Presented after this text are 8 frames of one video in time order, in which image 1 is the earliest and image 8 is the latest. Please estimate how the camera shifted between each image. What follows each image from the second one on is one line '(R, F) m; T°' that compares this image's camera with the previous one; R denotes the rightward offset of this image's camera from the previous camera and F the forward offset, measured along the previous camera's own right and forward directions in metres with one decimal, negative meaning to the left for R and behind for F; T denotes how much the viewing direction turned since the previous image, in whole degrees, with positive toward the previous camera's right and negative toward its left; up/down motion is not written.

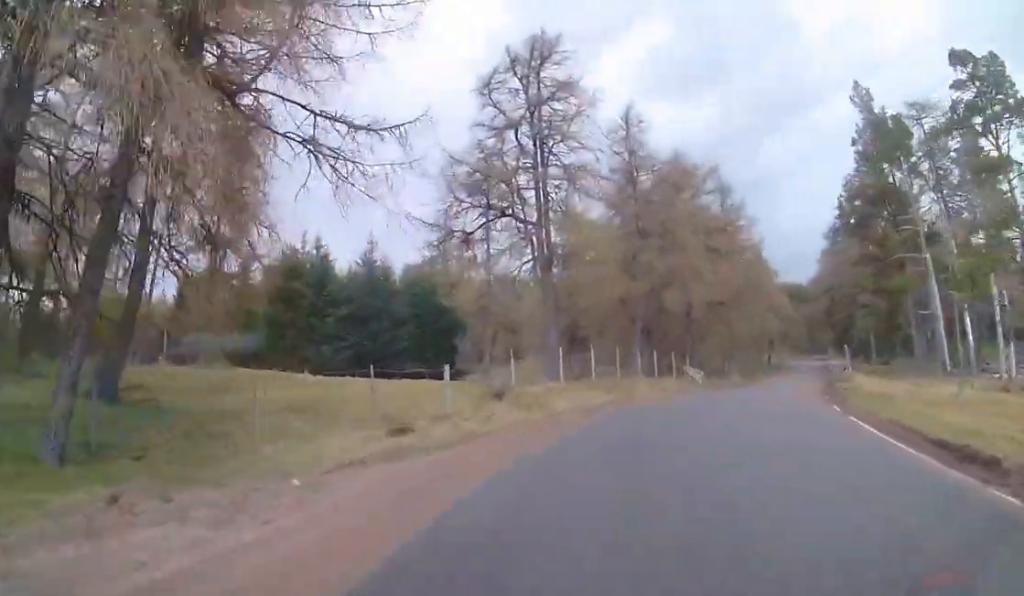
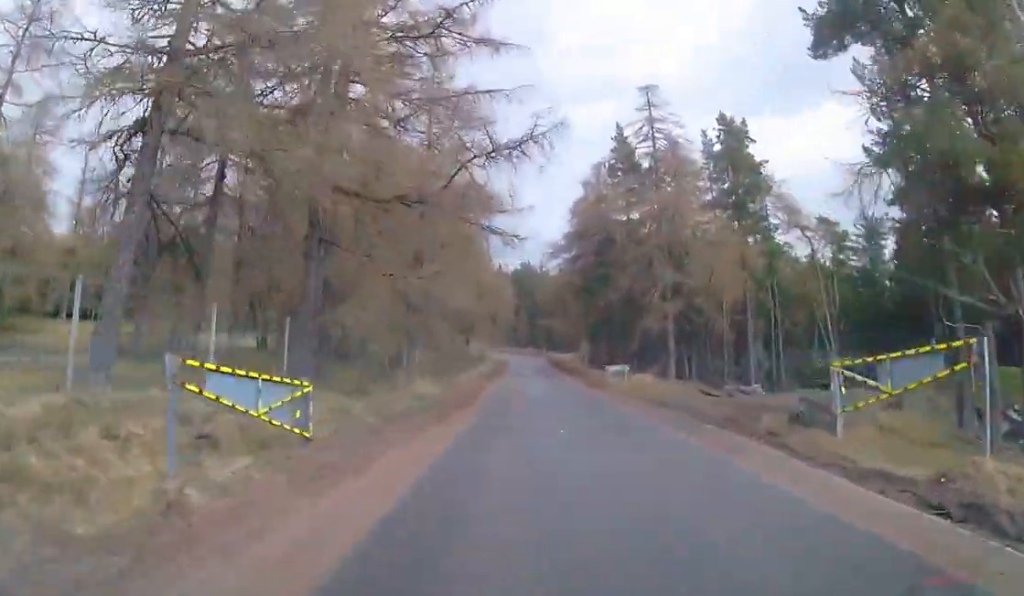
(+8.7, +31.0) m; +20°
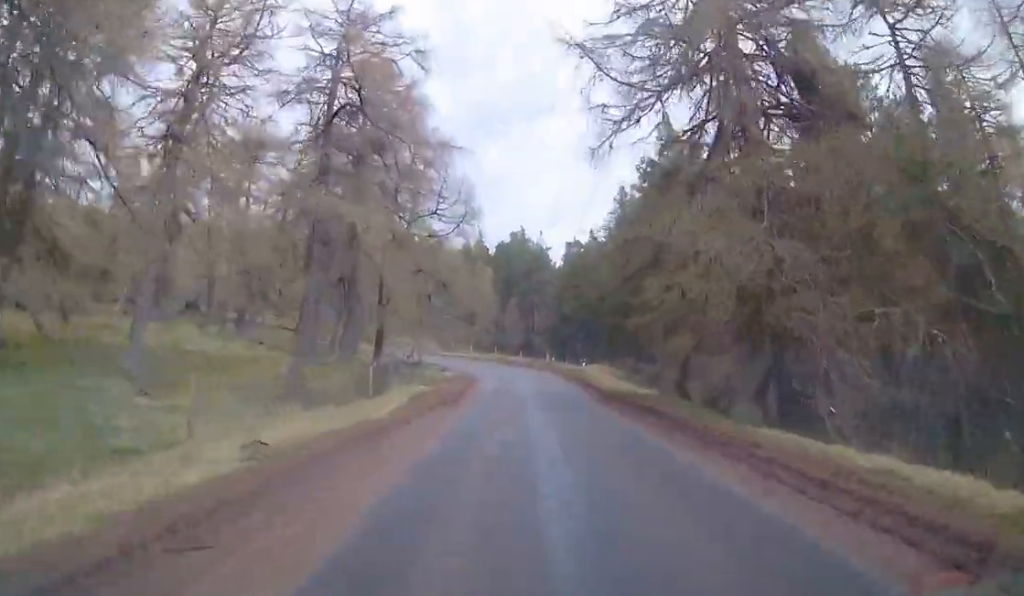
(+3.4, +53.9) m; -3°
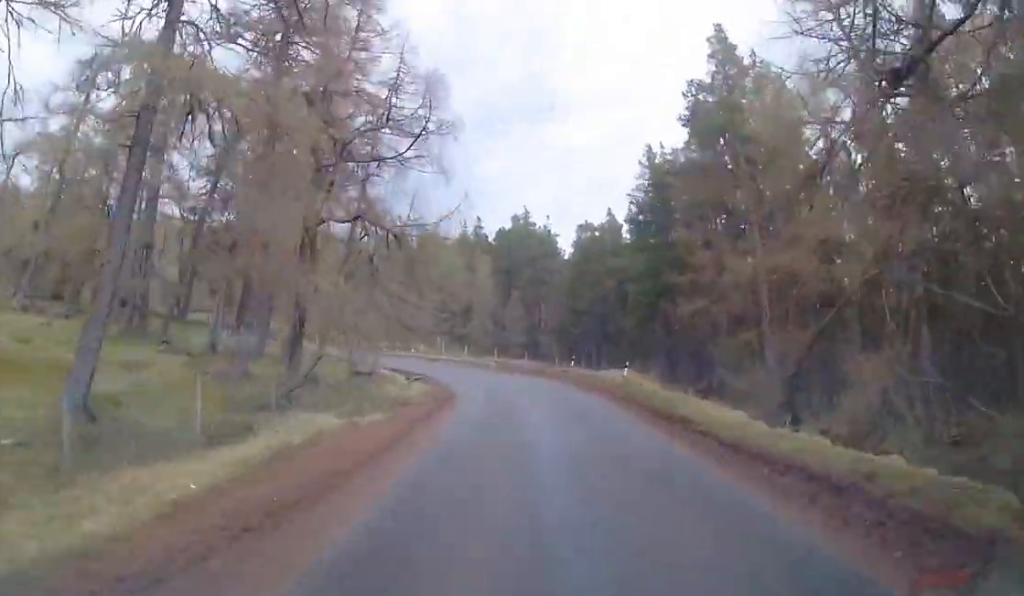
(-0.7, +14.0) m; -3°
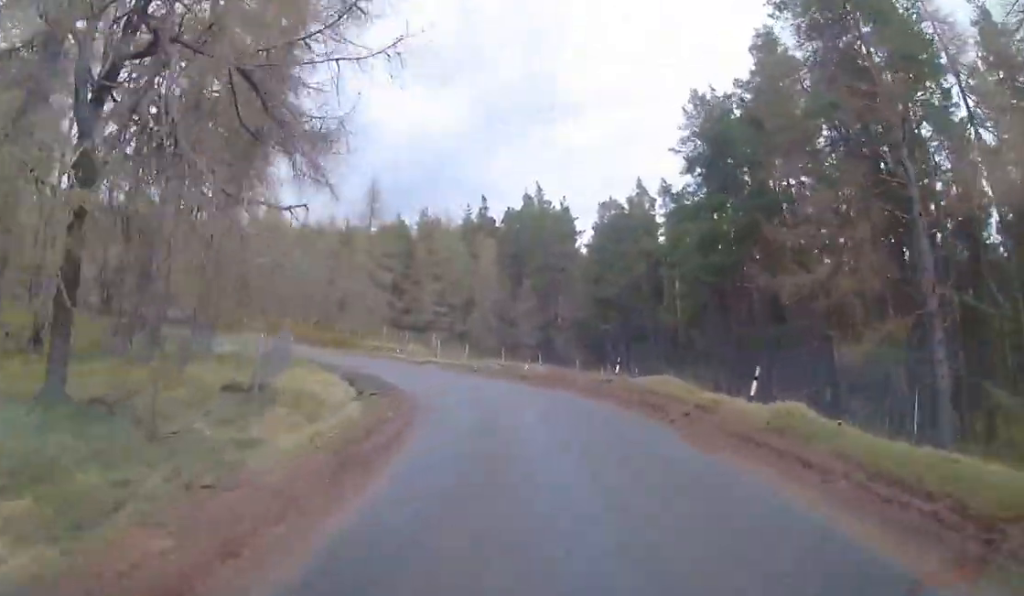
(-1.2, +13.4) m; -3°
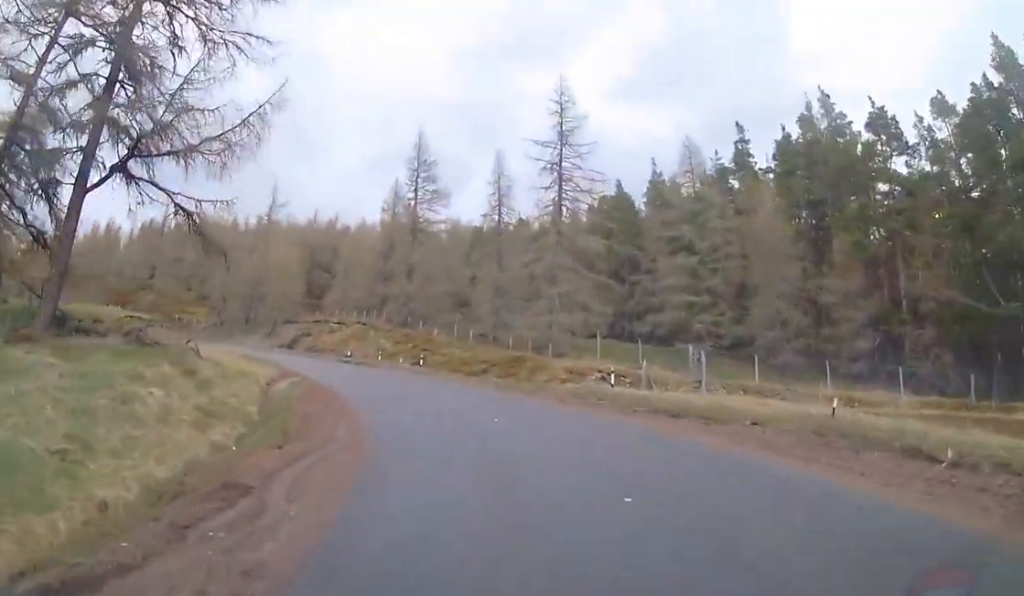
(-1.2, +31.3) m; -13°
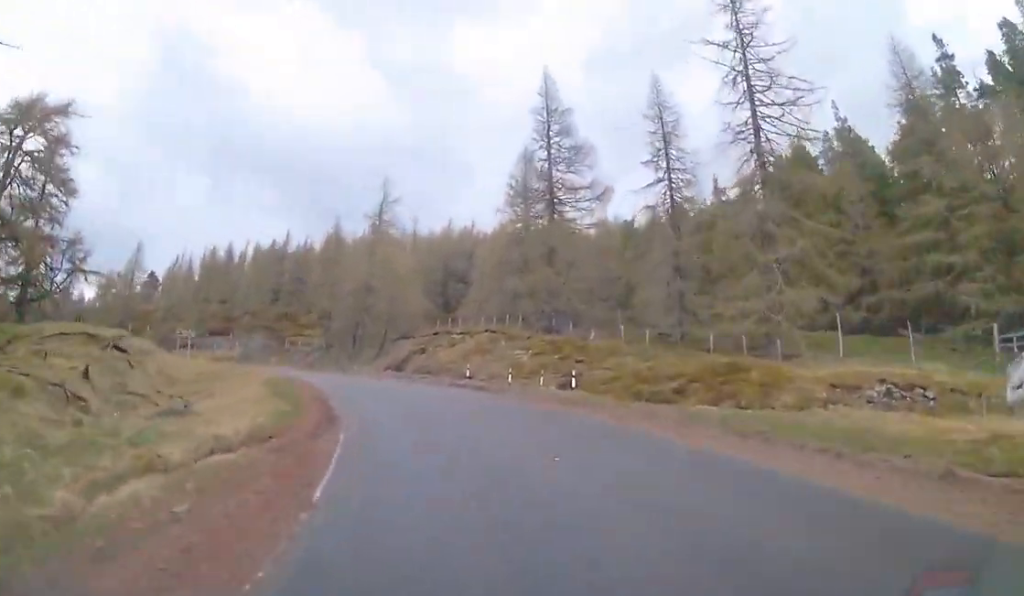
(+0.3, +13.4) m; -9°
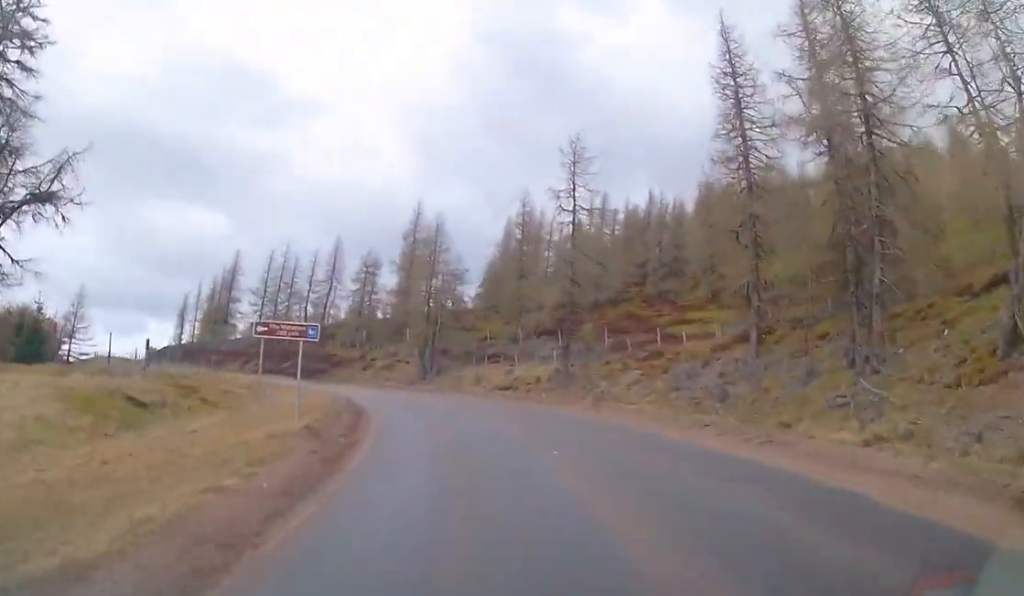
(-14.1, +37.9) m; -34°
